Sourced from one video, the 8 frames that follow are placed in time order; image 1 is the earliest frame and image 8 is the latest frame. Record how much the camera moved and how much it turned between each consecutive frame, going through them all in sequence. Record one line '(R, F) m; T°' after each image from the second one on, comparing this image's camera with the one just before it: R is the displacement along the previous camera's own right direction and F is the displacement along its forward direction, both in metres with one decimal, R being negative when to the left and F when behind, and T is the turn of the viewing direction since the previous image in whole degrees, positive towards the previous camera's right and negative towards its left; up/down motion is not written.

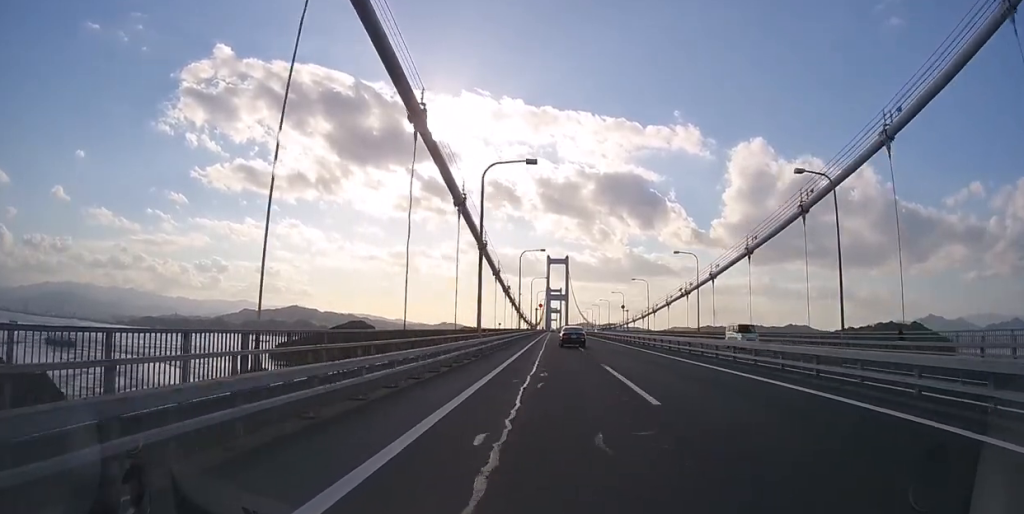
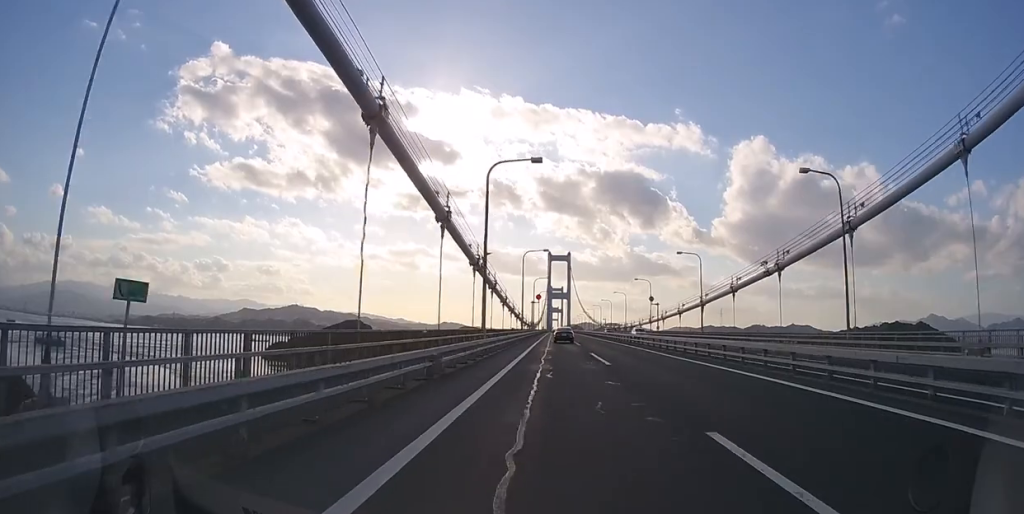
(-0.1, +30.3) m; 0°
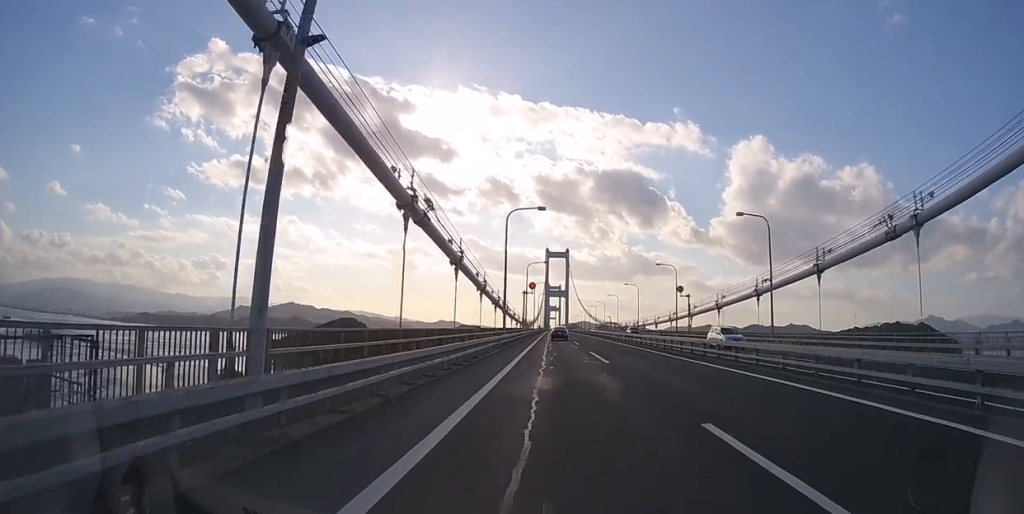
(0.0, +19.7) m; 0°
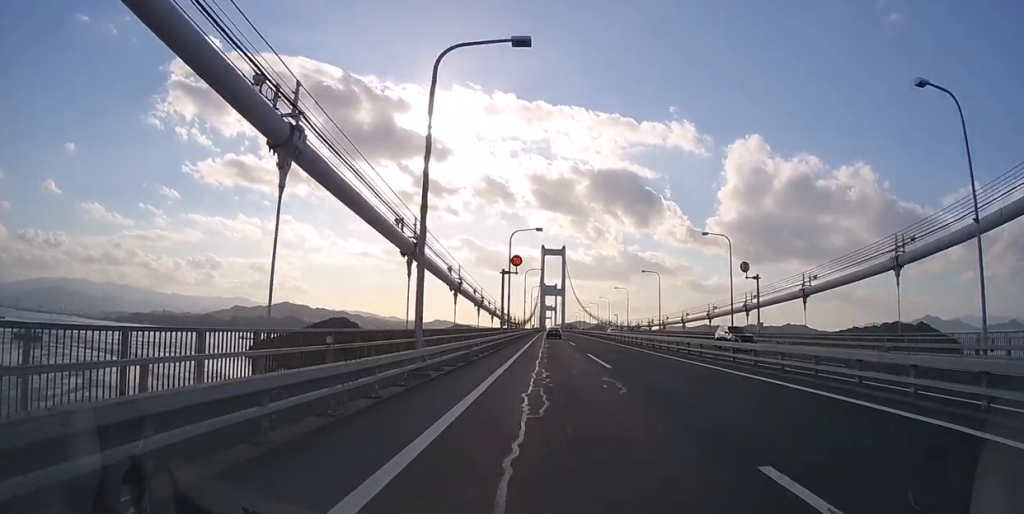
(0.0, +22.4) m; 0°
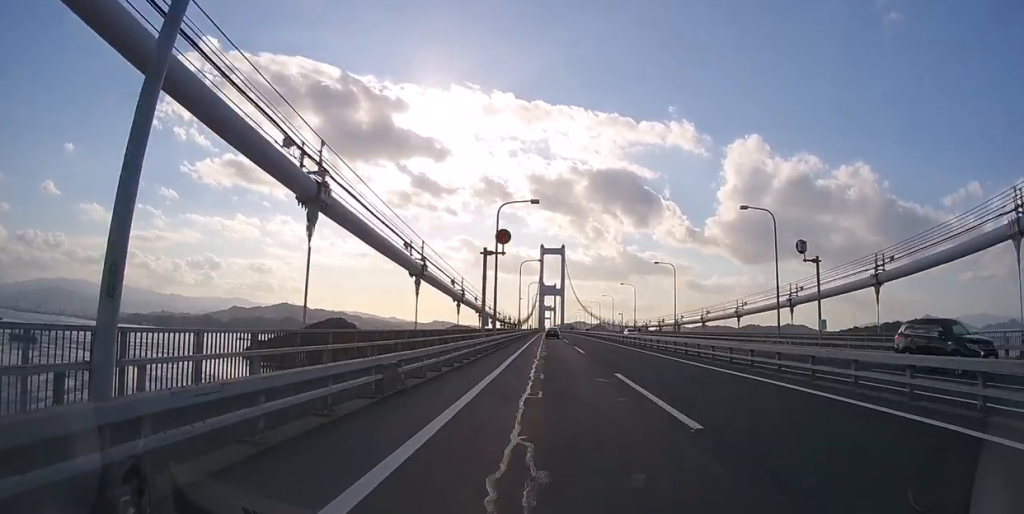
(0.0, +9.8) m; 0°
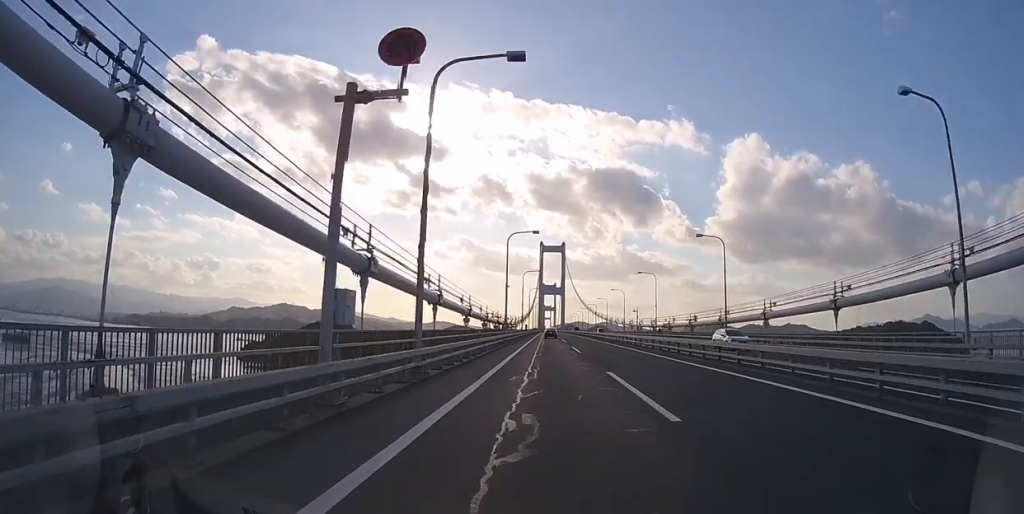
(+0.1, +19.5) m; 0°
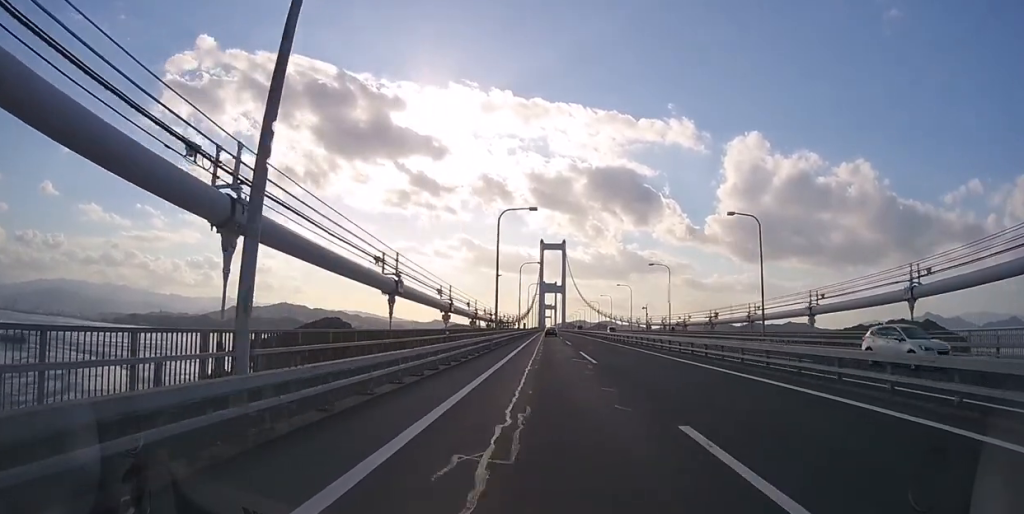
(0.0, +9.0) m; 0°
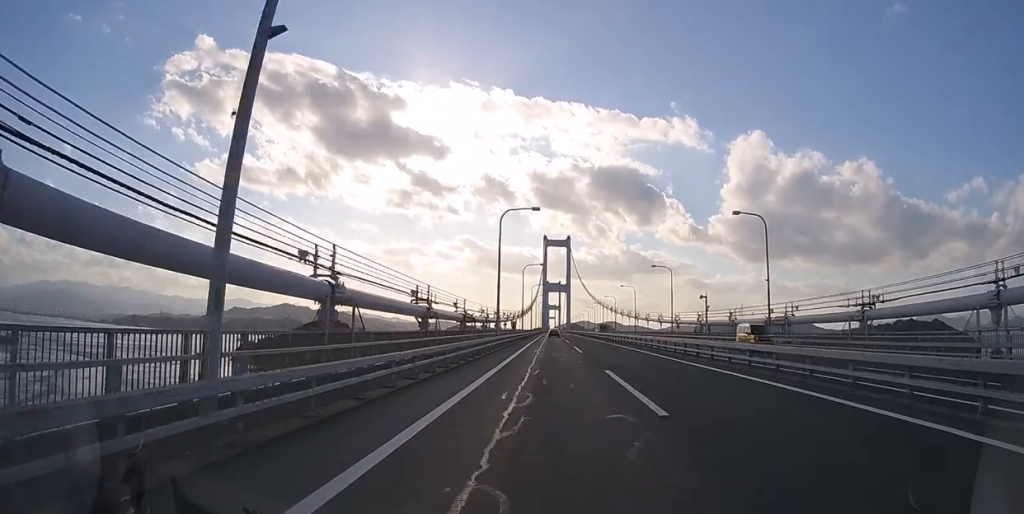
(0.0, +30.5) m; 0°
